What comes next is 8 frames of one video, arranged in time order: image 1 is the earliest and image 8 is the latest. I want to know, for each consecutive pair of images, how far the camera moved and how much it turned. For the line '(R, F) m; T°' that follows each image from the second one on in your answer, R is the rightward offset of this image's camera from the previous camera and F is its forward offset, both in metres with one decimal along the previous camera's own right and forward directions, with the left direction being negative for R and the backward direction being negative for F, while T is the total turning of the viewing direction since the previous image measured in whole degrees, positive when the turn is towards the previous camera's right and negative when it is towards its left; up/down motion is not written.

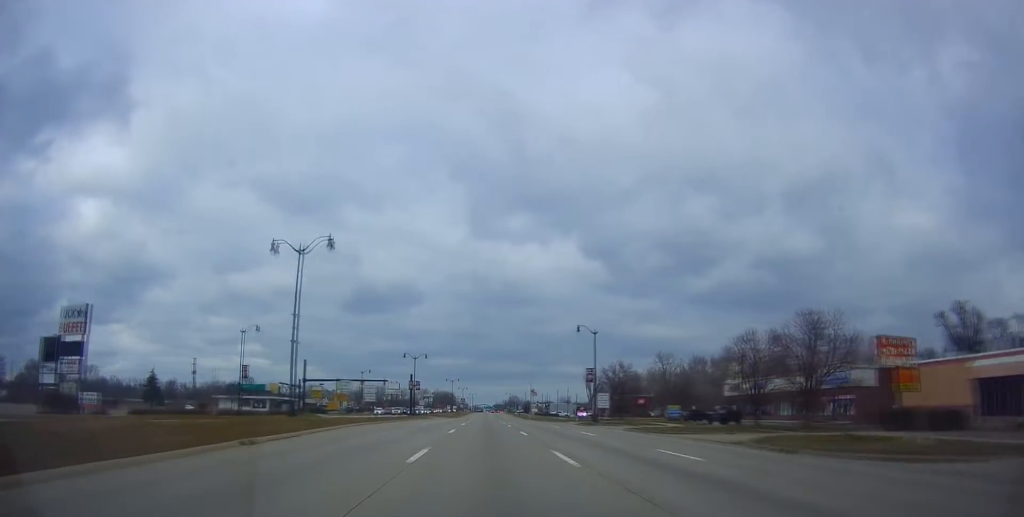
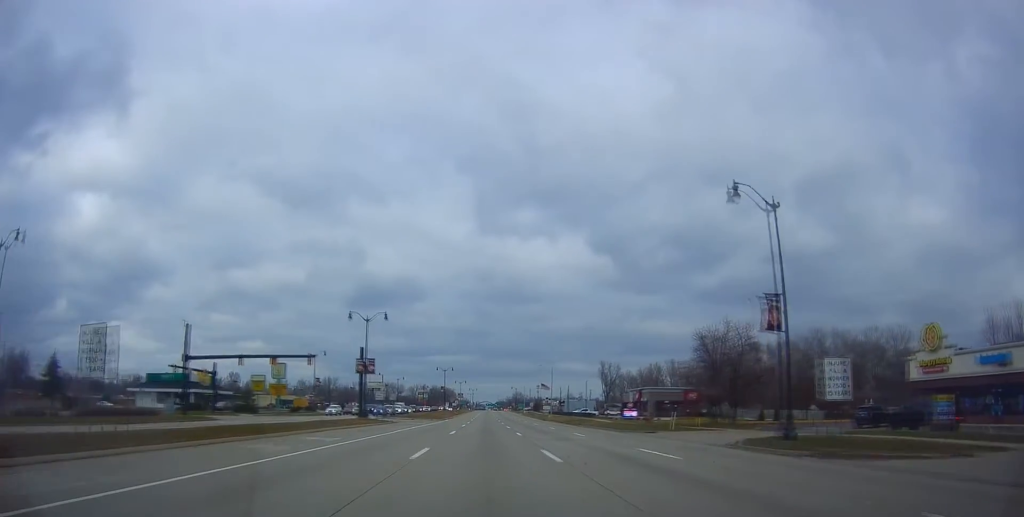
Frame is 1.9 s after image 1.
(+0.3, +42.4) m; +1°
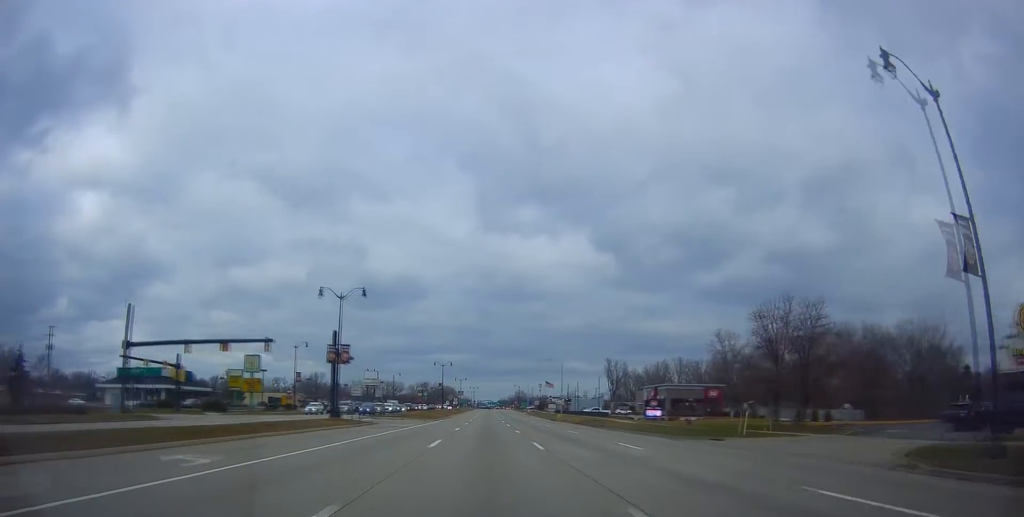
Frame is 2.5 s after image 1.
(-0.2, +11.7) m; 0°
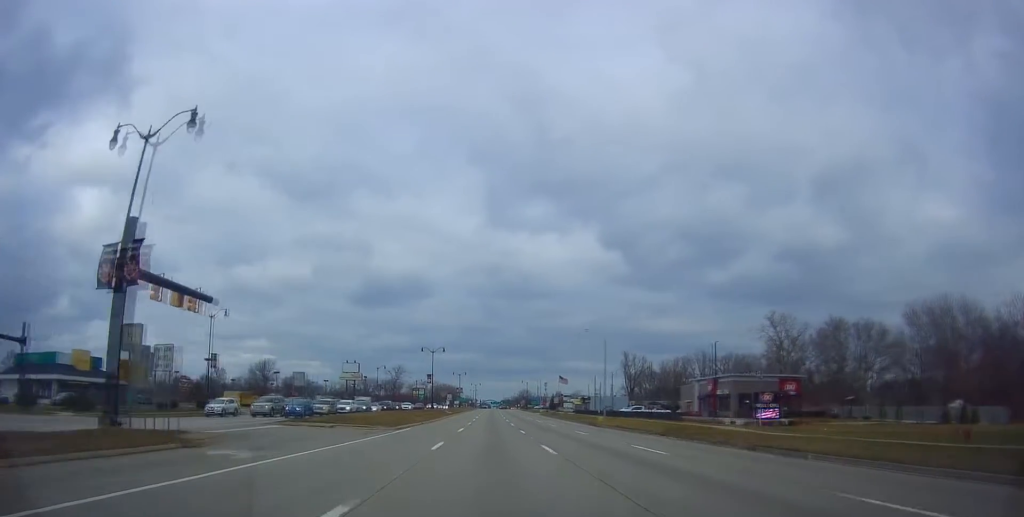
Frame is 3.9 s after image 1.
(+0.1, +31.9) m; -1°
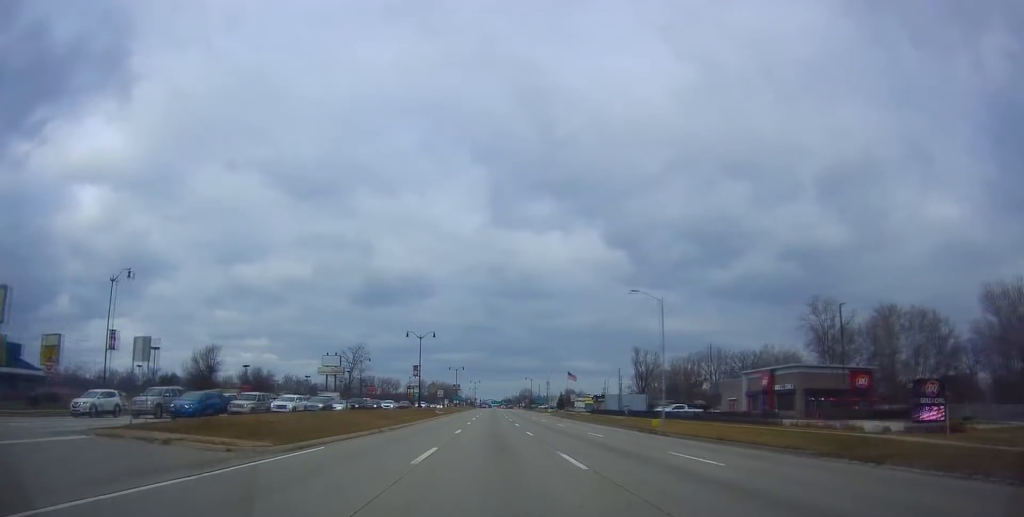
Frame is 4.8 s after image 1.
(-0.5, +20.2) m; 0°
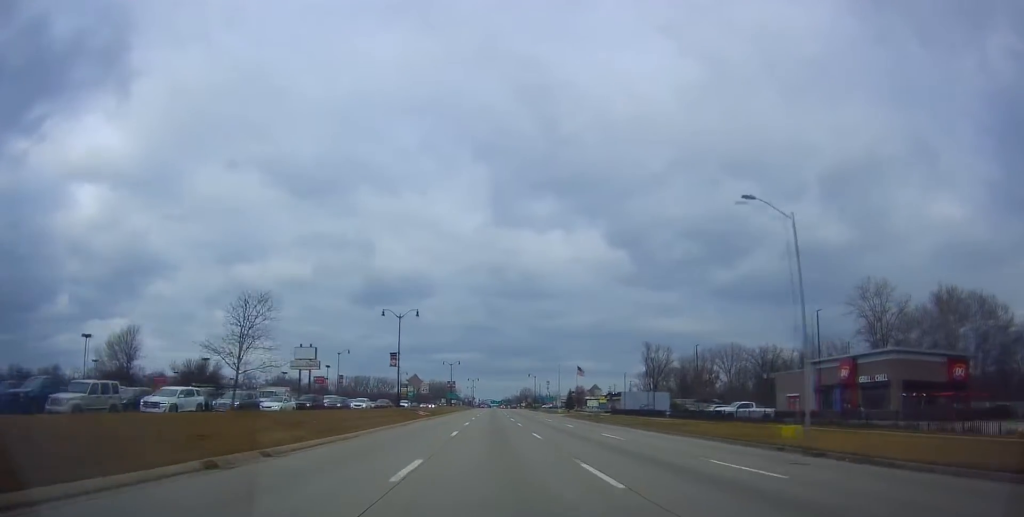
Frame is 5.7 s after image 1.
(+0.6, +19.5) m; +1°
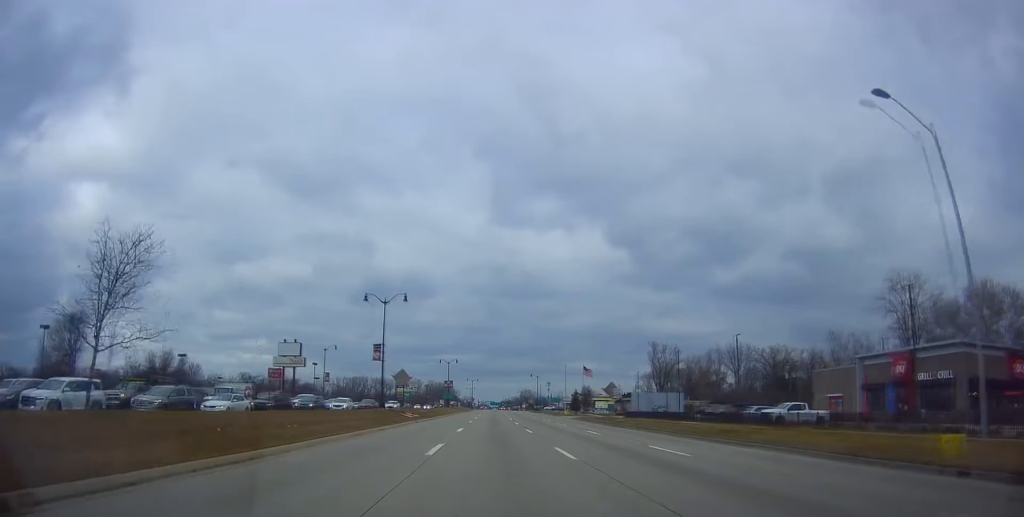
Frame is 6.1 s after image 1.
(-0.2, +9.6) m; 0°
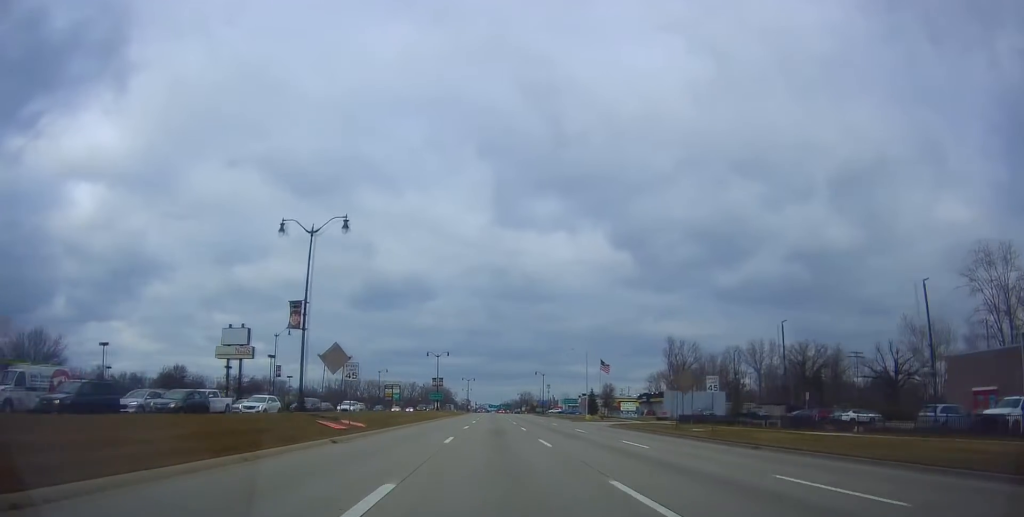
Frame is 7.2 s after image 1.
(0.0, +23.5) m; -1°
